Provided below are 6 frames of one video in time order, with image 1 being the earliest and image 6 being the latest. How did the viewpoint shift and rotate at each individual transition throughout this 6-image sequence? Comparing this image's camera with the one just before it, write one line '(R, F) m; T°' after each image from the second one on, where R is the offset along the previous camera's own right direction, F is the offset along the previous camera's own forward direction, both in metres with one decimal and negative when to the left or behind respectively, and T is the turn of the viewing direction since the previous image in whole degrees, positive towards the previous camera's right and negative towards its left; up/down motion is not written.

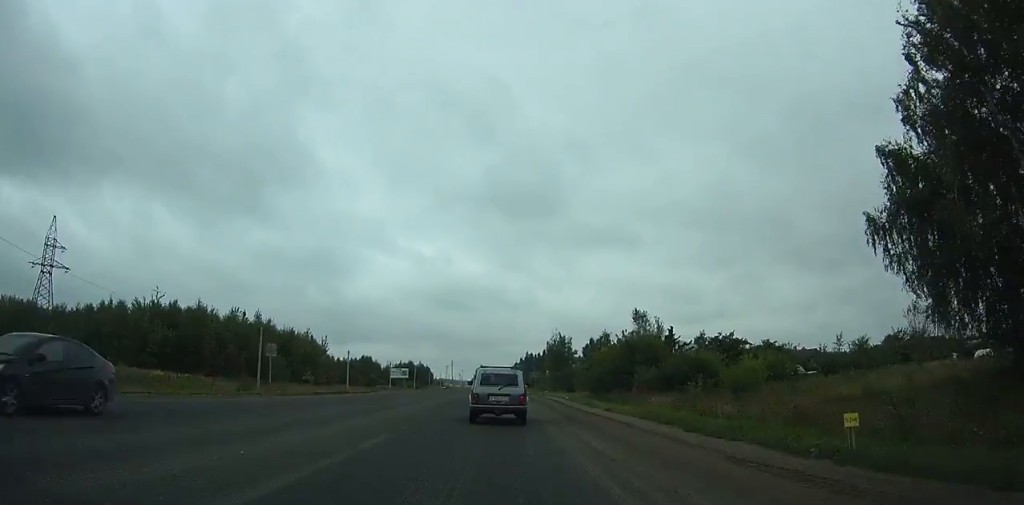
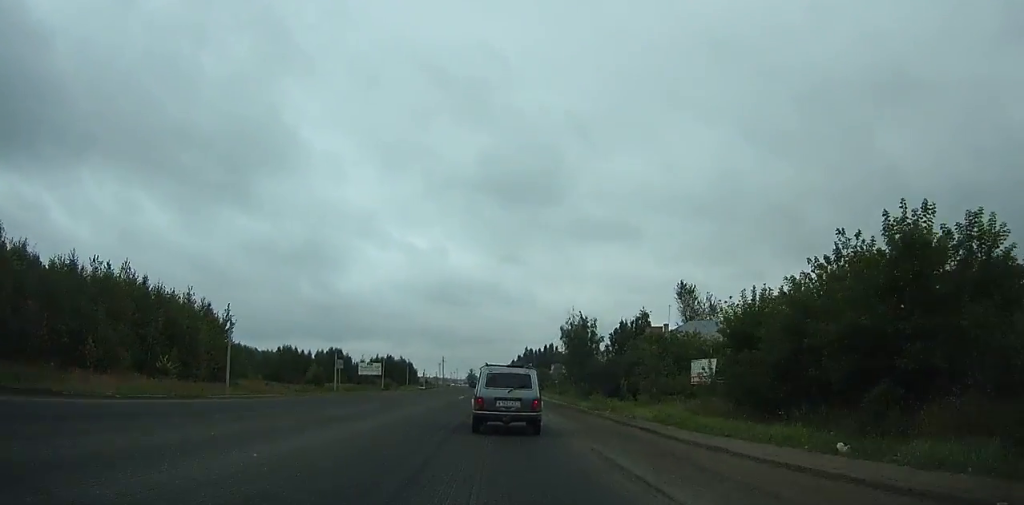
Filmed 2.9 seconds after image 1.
(+0.2, +40.4) m; 0°
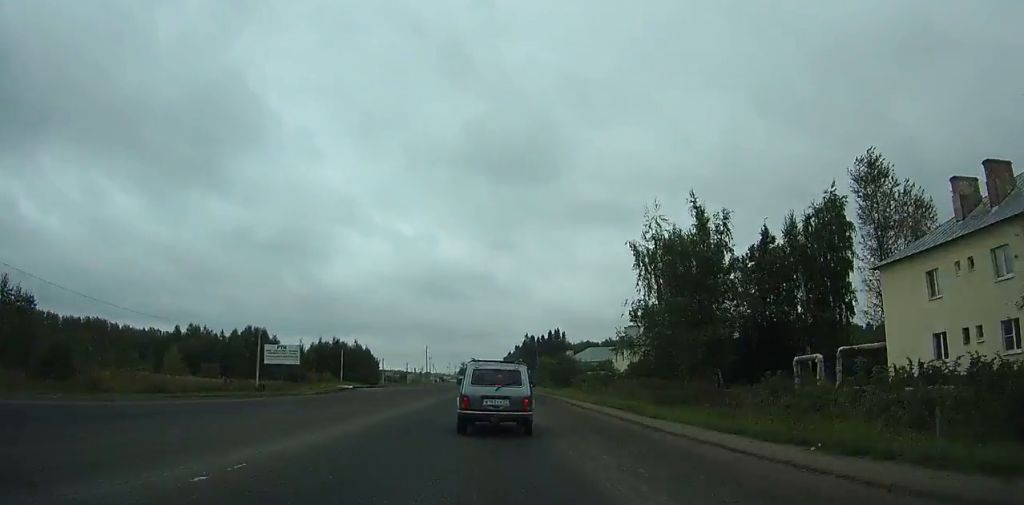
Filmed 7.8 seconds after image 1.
(+0.4, +60.1) m; 0°
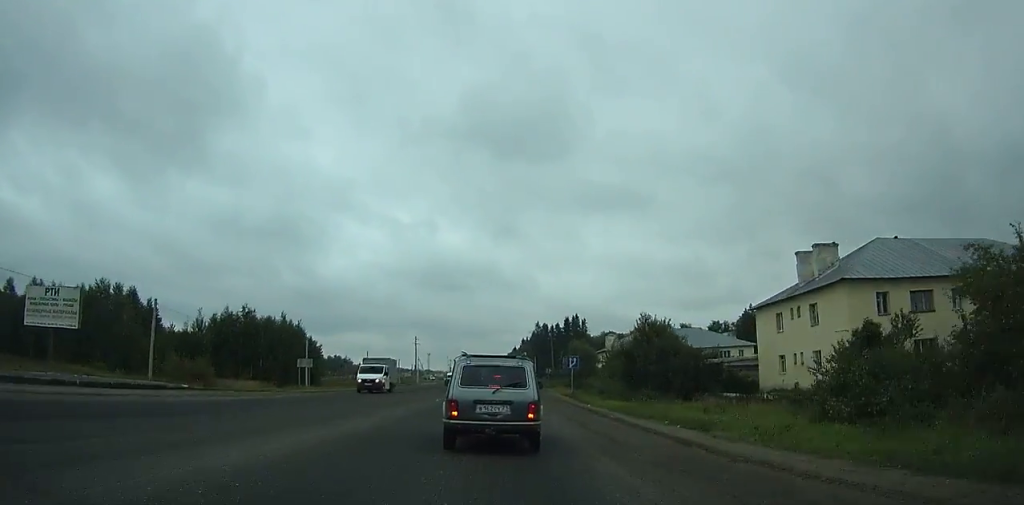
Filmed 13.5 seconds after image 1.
(-0.5, +52.5) m; -1°
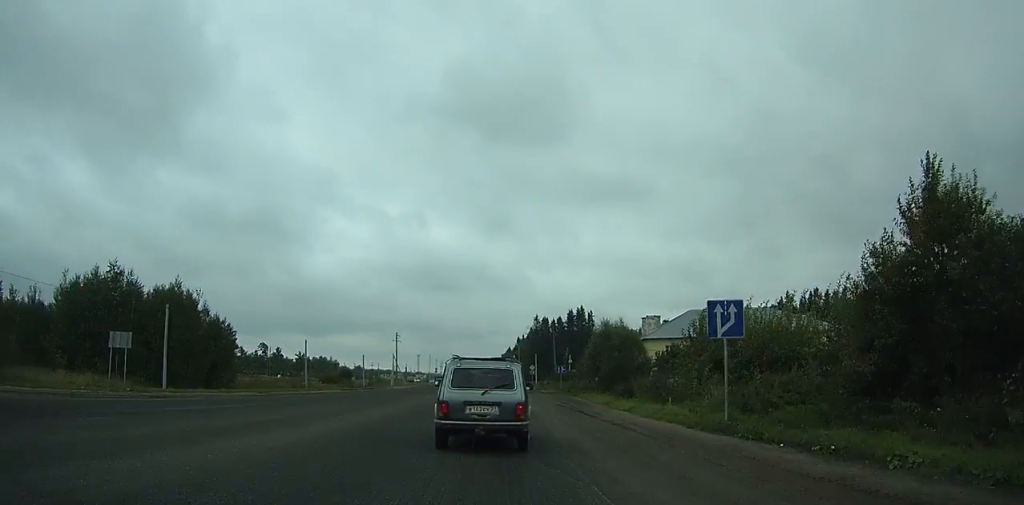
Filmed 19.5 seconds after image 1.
(+0.3, +33.5) m; 0°
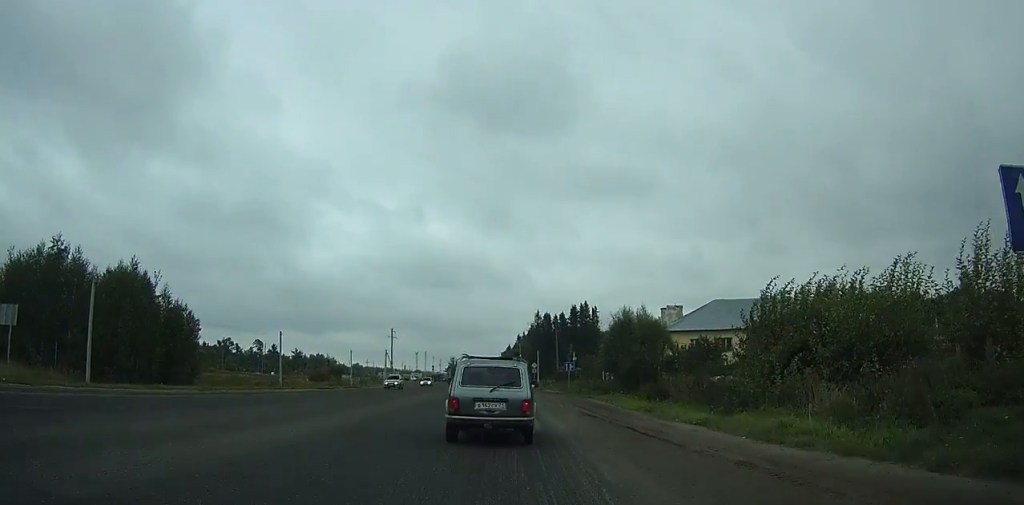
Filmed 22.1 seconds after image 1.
(-0.1, +10.3) m; +1°
